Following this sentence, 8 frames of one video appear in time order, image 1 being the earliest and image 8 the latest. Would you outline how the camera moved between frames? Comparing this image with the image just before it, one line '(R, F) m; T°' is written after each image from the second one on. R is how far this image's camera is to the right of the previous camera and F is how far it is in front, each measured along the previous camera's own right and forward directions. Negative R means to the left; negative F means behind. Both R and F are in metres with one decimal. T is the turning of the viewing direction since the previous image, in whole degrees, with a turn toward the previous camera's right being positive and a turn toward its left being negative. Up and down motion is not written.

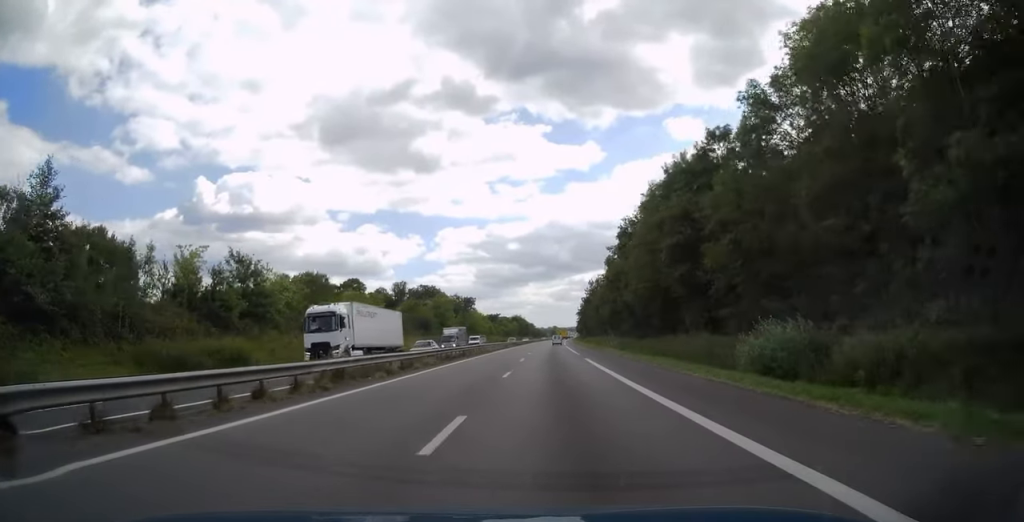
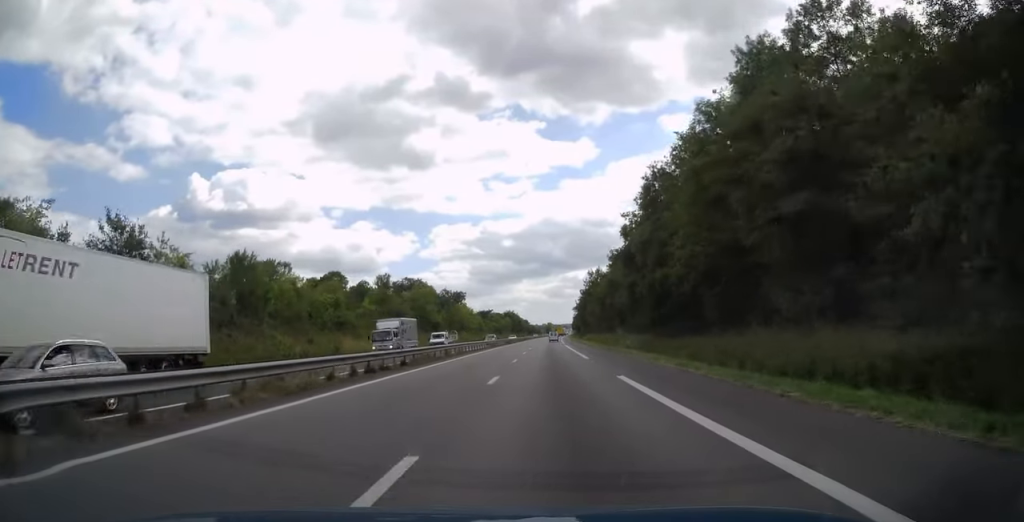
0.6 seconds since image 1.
(+0.2, +16.7) m; 0°
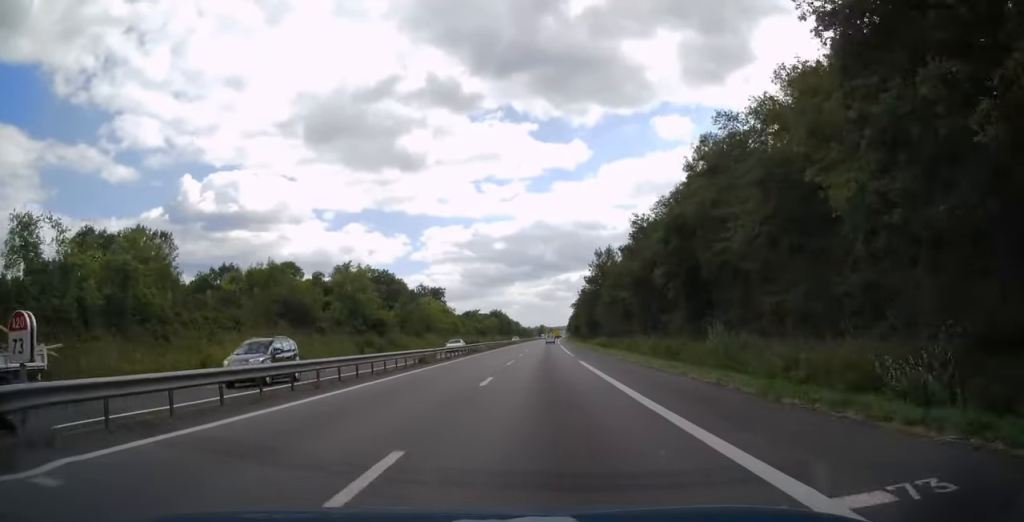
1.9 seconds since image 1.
(0.0, +38.3) m; 0°
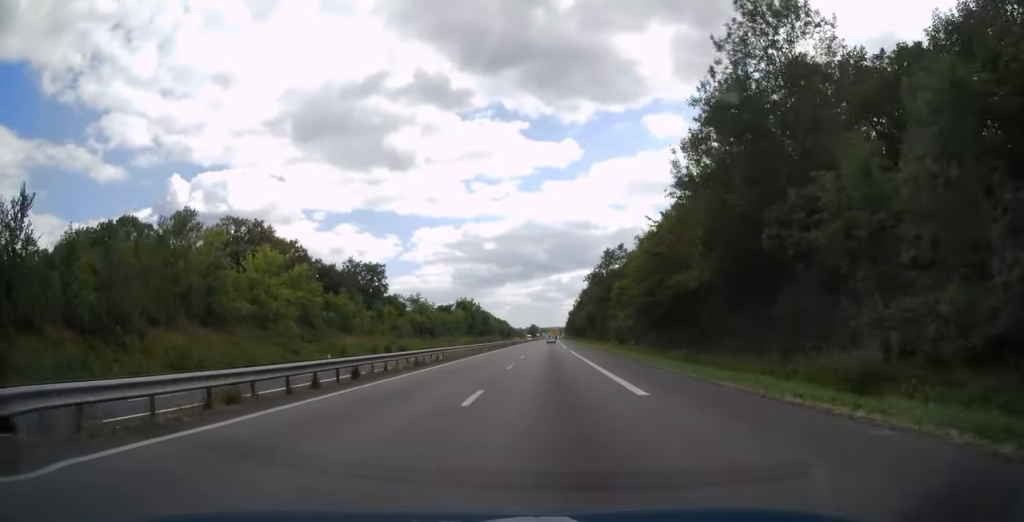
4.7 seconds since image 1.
(+0.8, +82.6) m; +1°
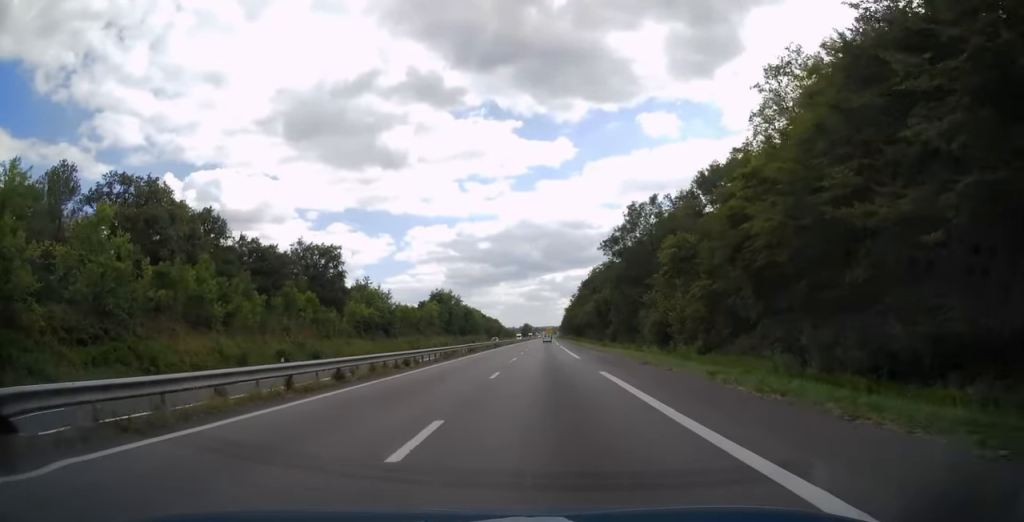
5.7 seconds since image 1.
(+0.1, +31.5) m; +1°
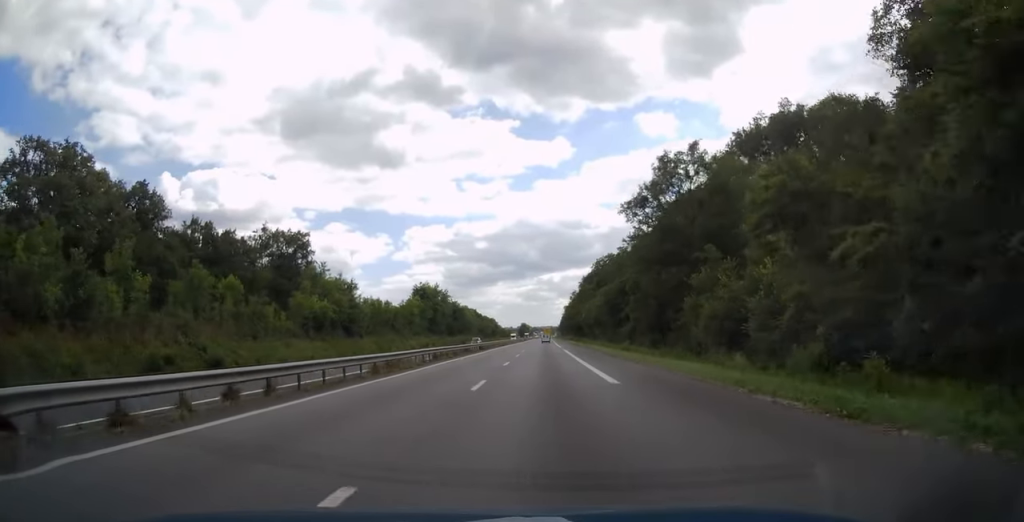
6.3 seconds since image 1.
(+0.1, +17.2) m; 0°
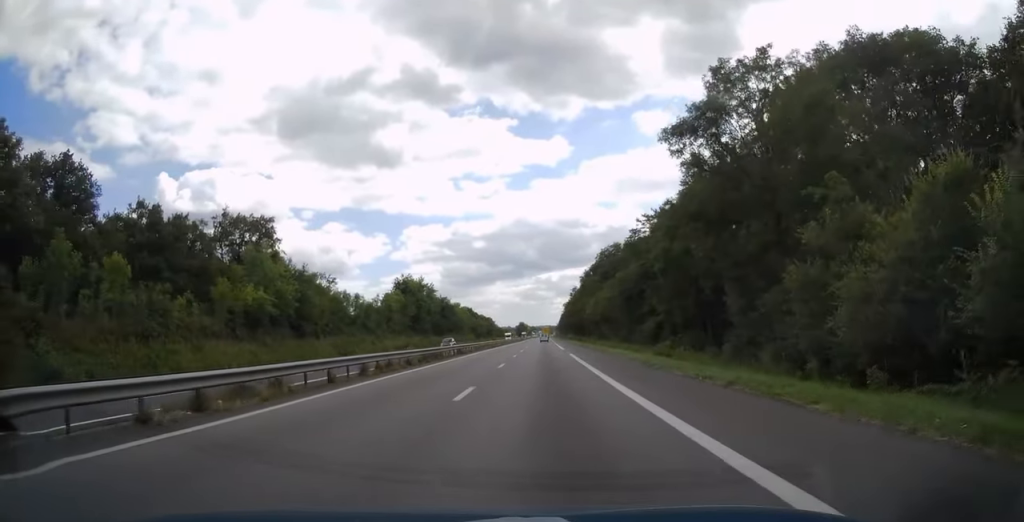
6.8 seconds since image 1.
(0.0, +15.2) m; 0°
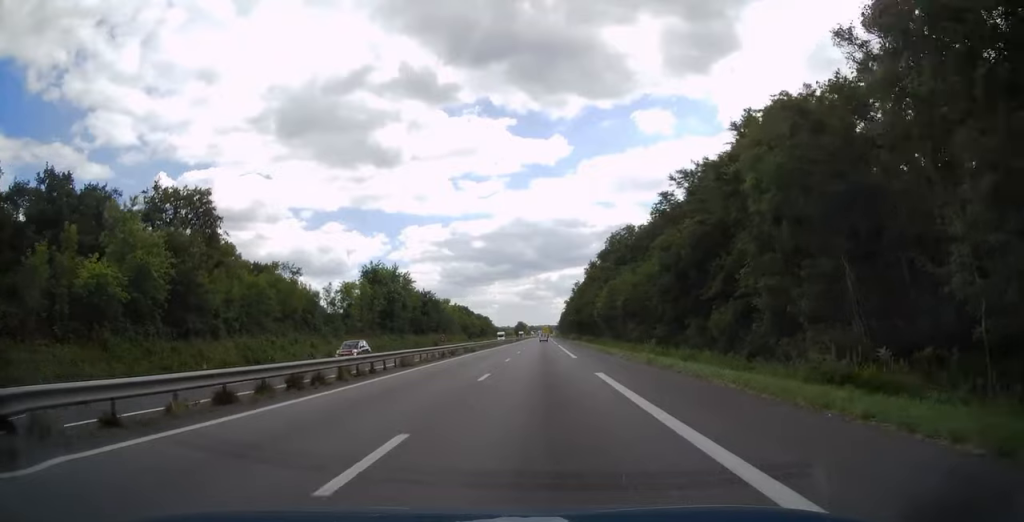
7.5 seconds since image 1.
(0.0, +20.6) m; 0°
